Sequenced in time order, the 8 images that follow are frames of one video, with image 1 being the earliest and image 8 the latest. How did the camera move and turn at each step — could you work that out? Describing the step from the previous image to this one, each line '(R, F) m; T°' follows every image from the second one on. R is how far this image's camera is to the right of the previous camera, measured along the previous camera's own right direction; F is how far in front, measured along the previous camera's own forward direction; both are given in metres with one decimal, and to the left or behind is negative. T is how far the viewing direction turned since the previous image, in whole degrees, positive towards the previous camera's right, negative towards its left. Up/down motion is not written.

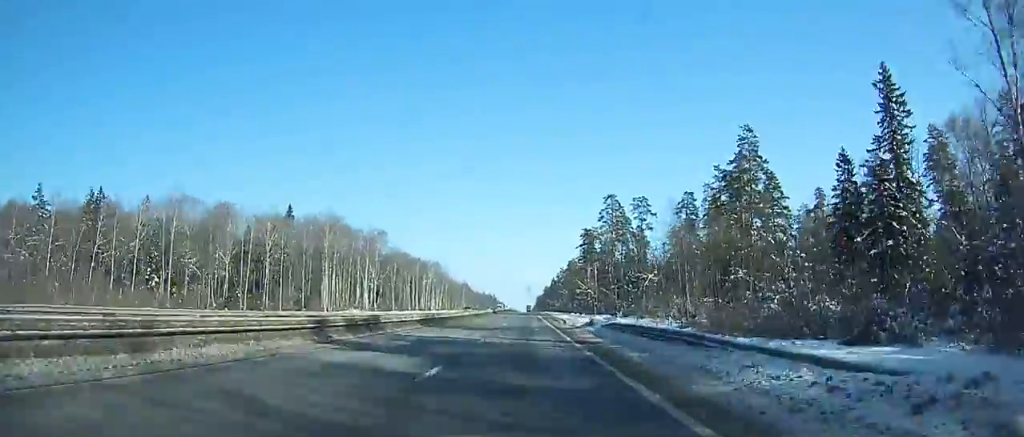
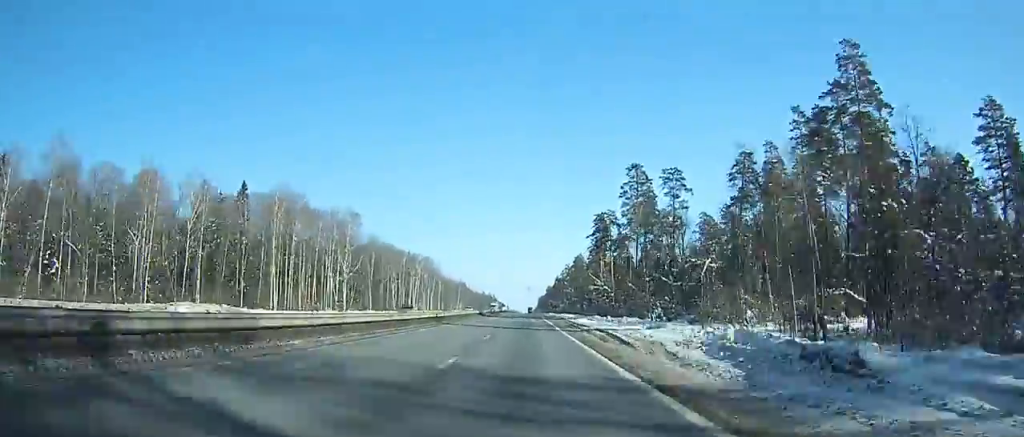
(+7.0, +36.8) m; +3°
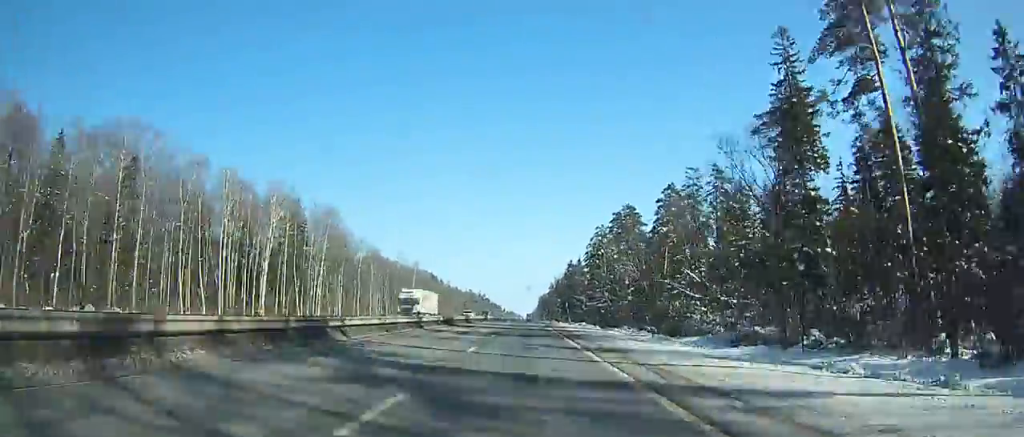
(+3.7, +165.0) m; -2°
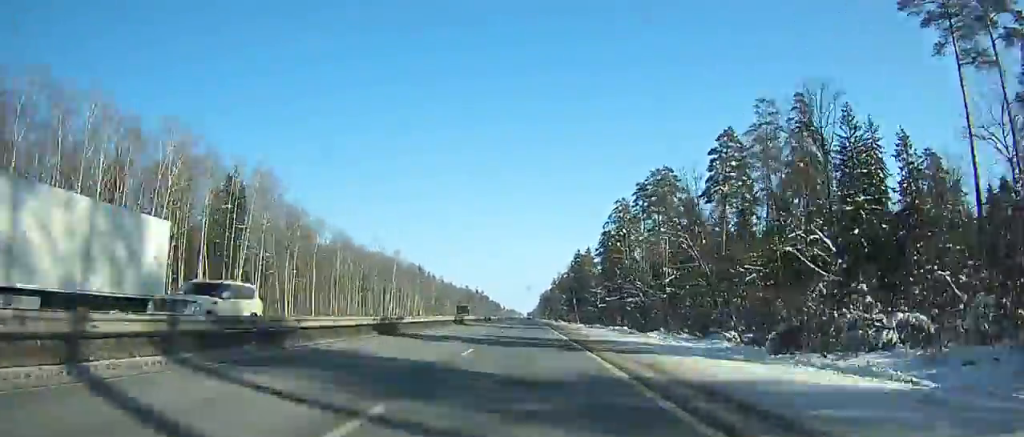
(-0.5, +38.4) m; 0°
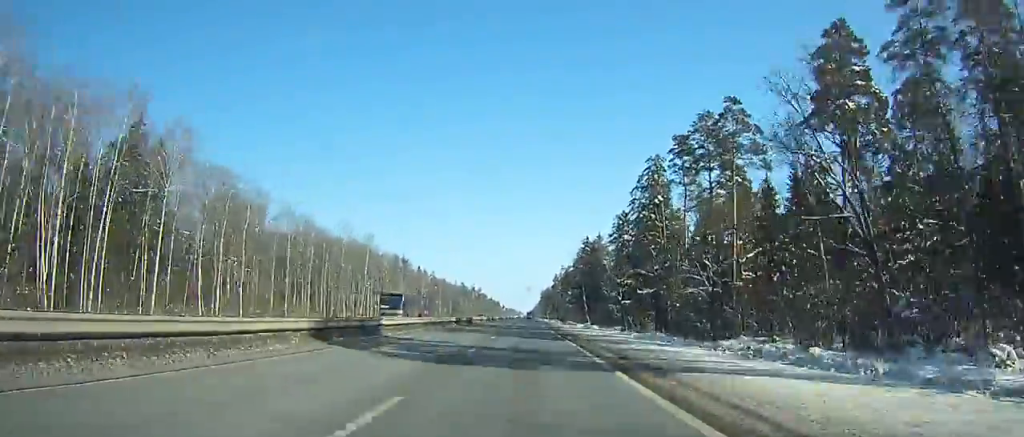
(-0.2, +37.9) m; 0°
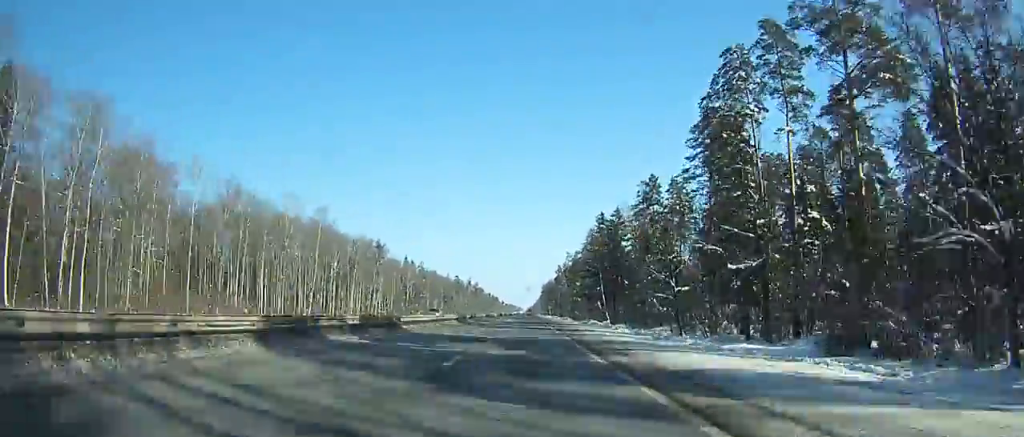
(-0.3, +40.2) m; +1°
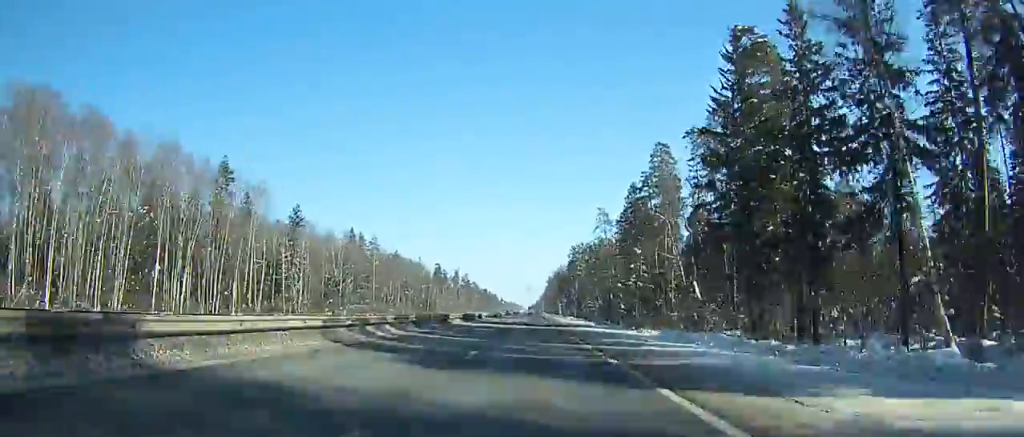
(+4.6, +107.5) m; -2°
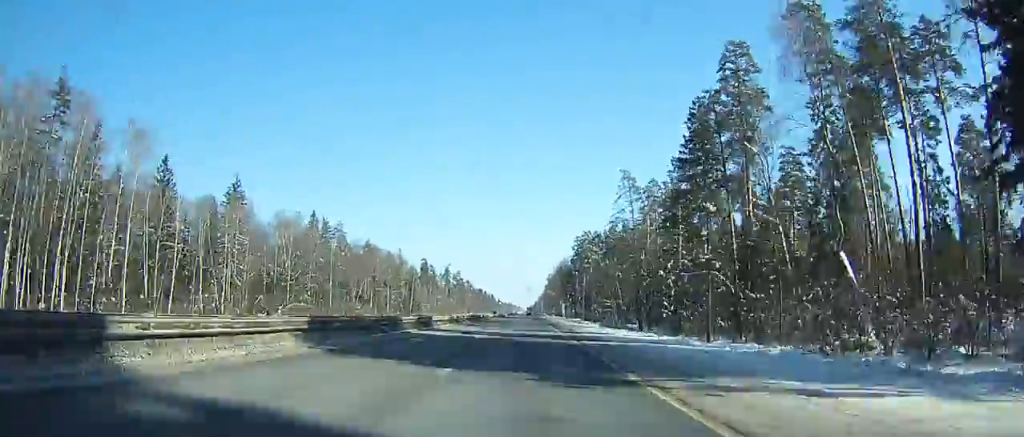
(-2.7, +39.4) m; -1°
